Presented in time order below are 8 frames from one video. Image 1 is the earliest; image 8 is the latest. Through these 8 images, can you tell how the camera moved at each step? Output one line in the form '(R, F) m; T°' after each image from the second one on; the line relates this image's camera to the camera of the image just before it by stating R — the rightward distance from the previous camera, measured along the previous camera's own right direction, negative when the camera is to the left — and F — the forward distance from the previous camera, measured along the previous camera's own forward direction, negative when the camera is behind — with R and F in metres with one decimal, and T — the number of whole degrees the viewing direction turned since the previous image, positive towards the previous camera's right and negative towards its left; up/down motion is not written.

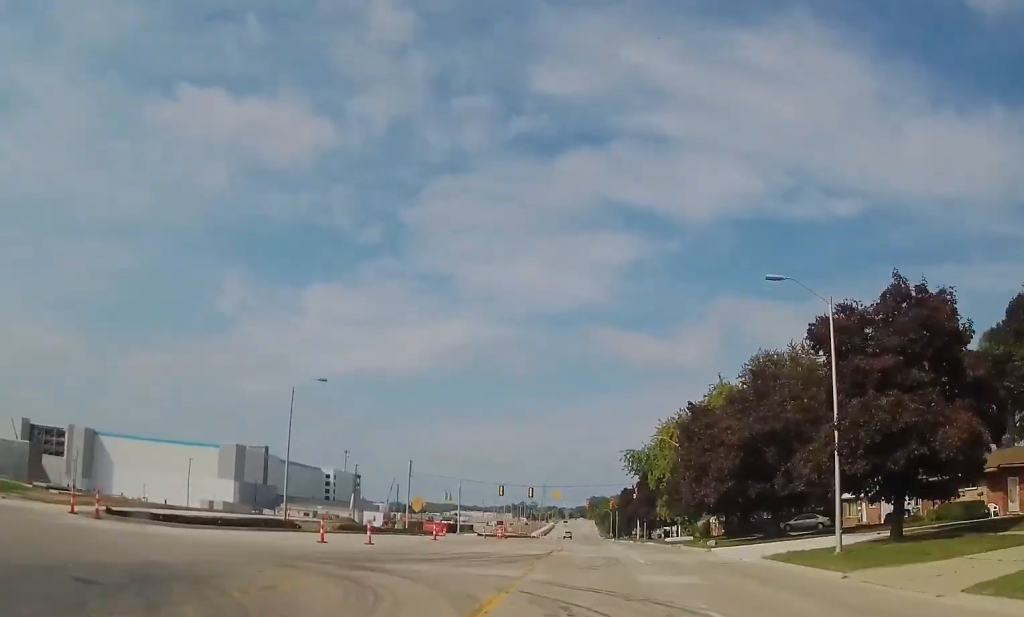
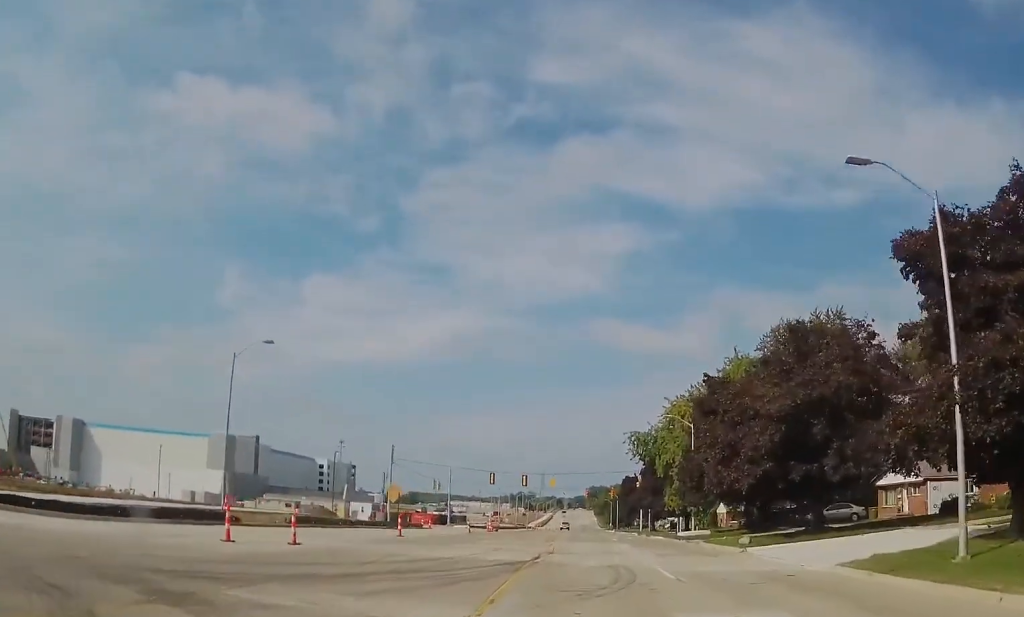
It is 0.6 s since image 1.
(+0.2, +8.3) m; +1°
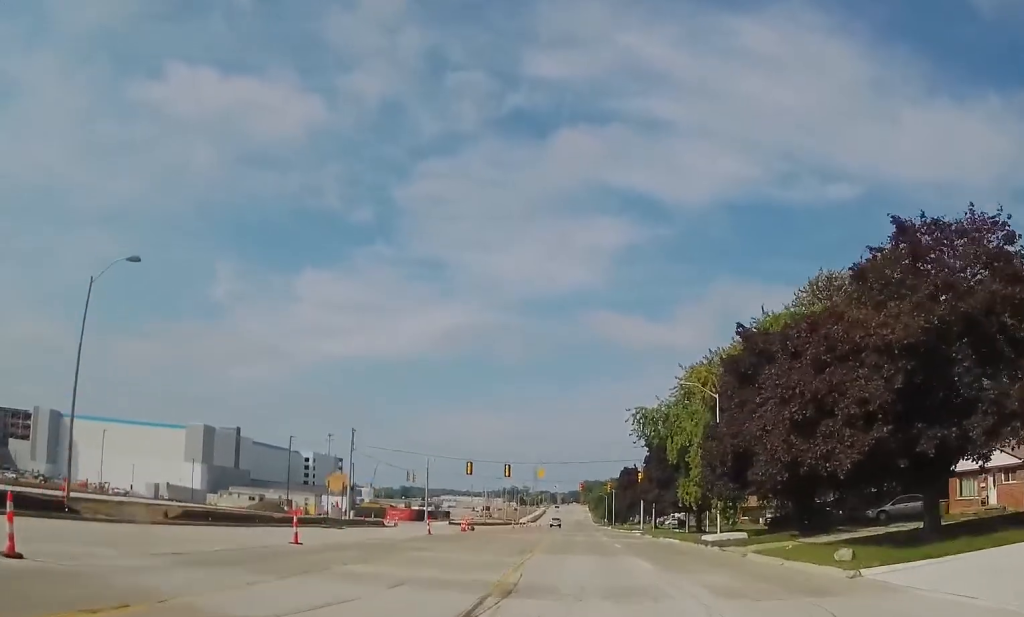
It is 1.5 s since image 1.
(+0.1, +12.7) m; 0°
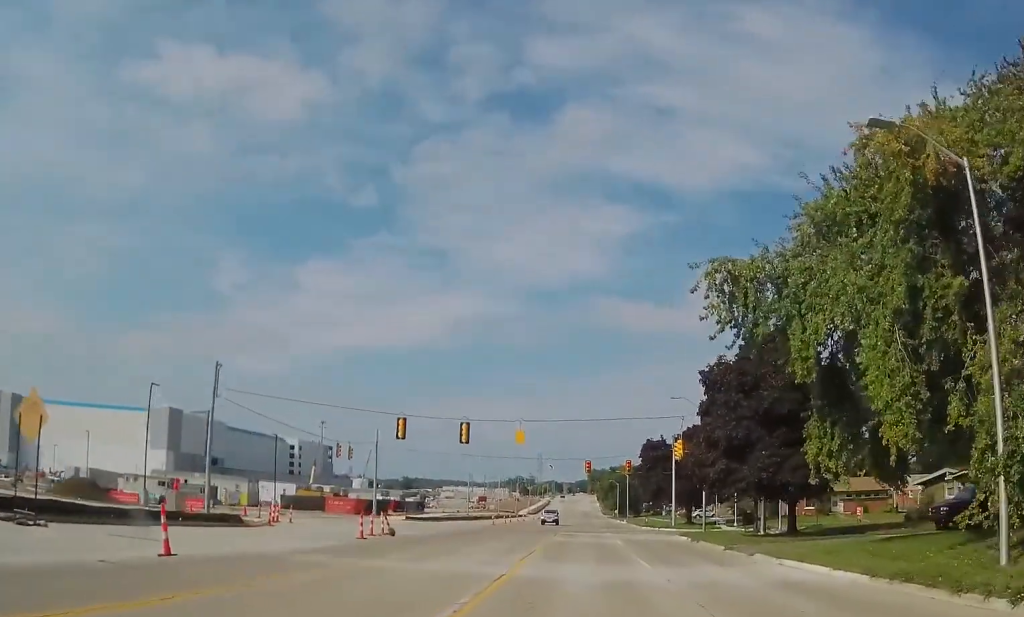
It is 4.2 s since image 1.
(0.0, +29.4) m; 0°
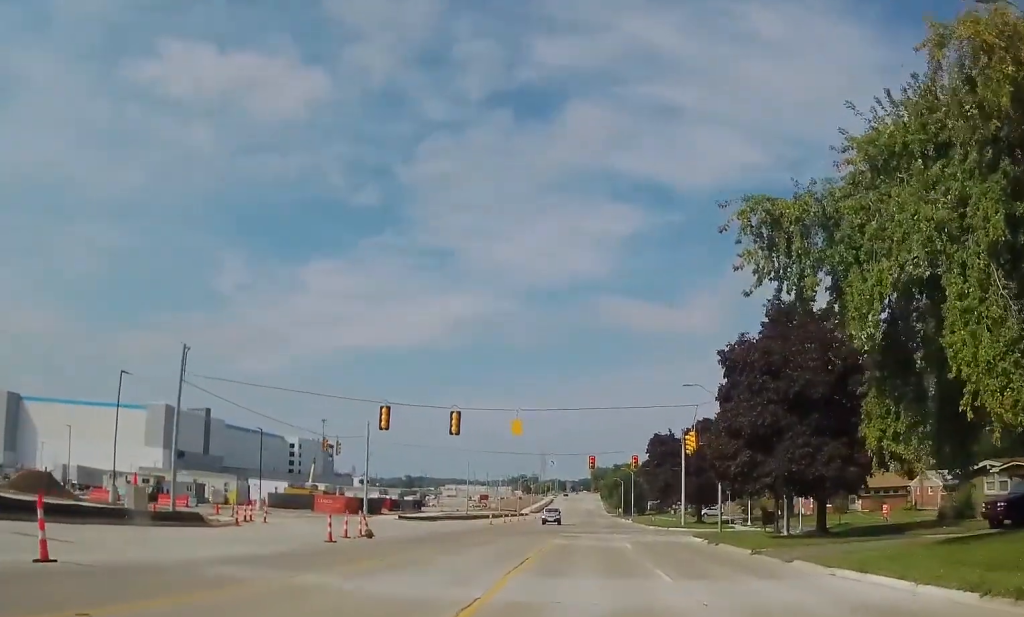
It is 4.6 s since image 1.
(0.0, +4.5) m; 0°
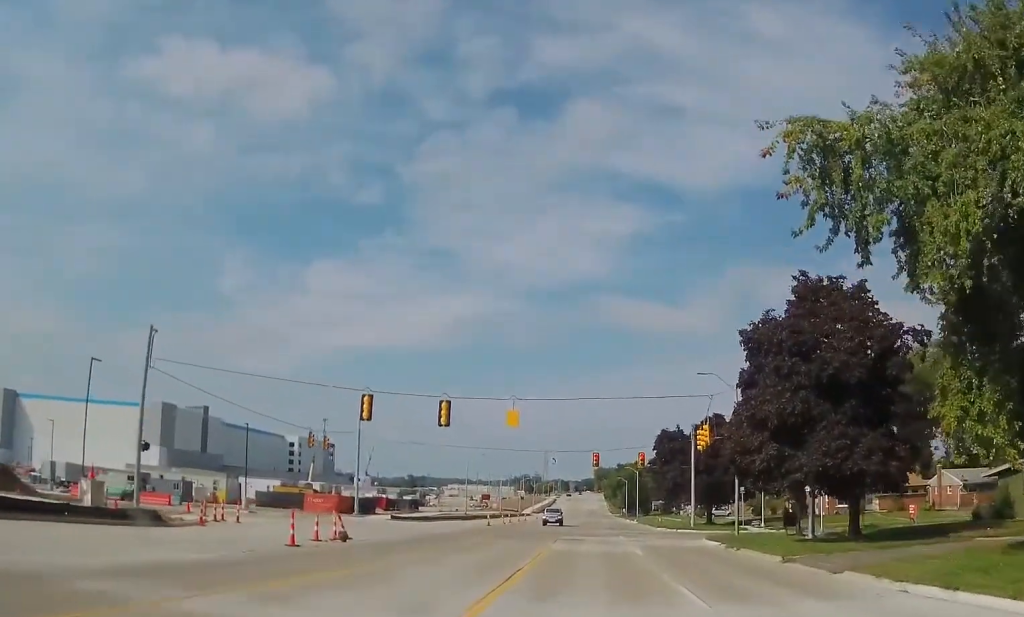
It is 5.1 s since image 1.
(0.0, +3.8) m; 0°
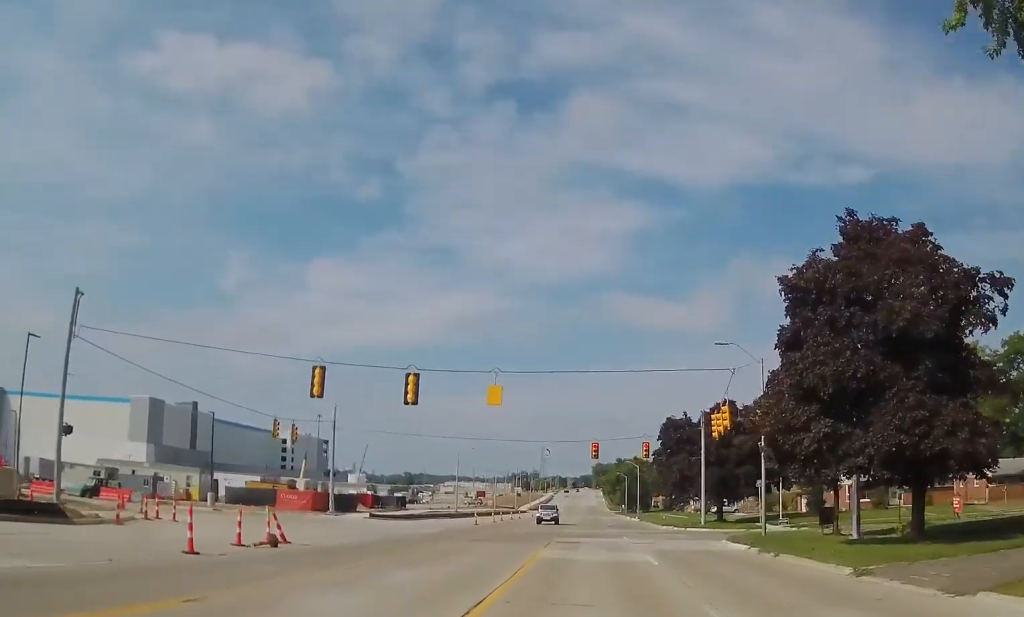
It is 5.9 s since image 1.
(0.0, +6.4) m; 0°
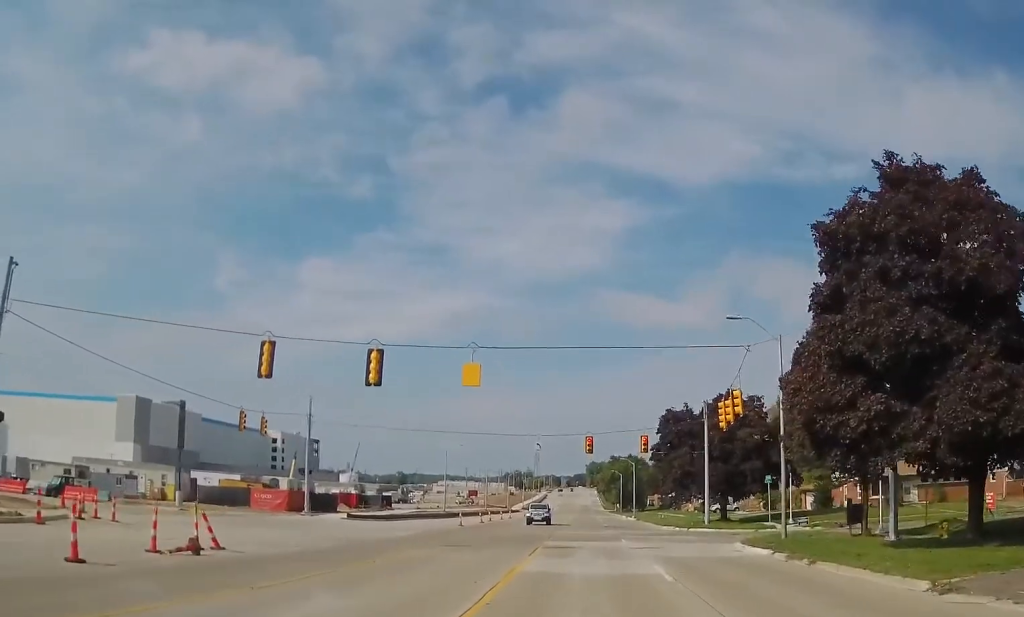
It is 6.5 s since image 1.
(0.0, +4.3) m; 0°
